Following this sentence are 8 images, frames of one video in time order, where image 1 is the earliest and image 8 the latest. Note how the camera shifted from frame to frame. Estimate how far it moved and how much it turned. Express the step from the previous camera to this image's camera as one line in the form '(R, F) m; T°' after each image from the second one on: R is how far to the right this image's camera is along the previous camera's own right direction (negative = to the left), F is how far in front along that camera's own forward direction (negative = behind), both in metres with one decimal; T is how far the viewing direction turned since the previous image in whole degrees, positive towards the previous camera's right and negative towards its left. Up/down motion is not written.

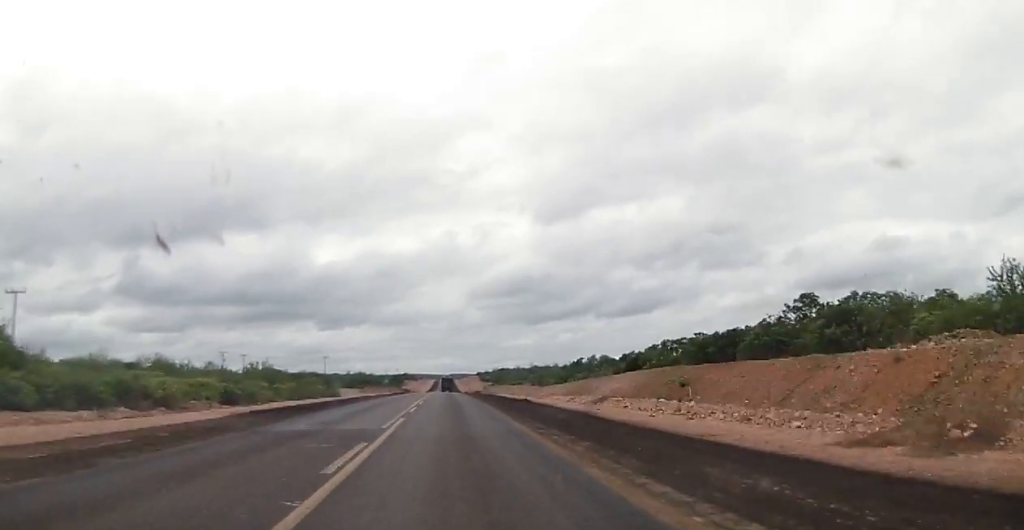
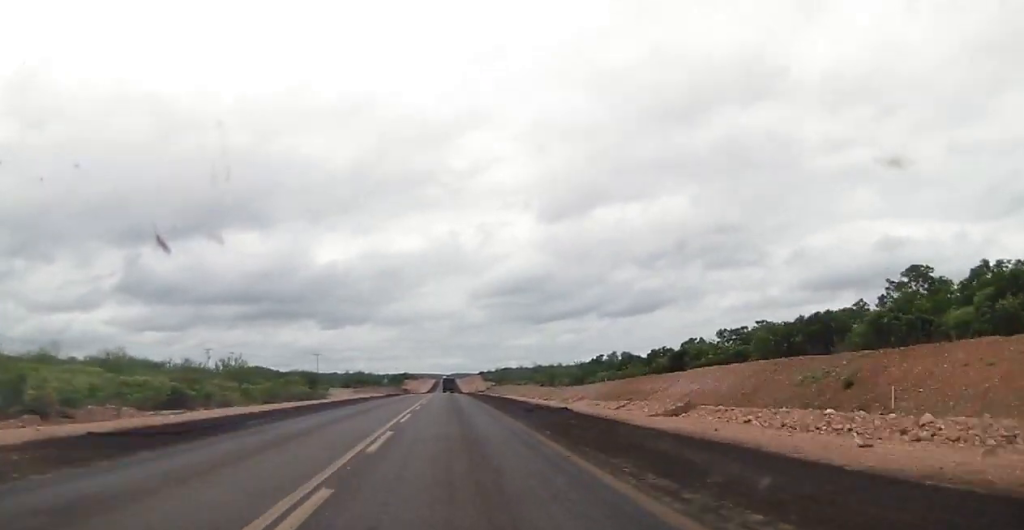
(0.0, +14.1) m; 0°
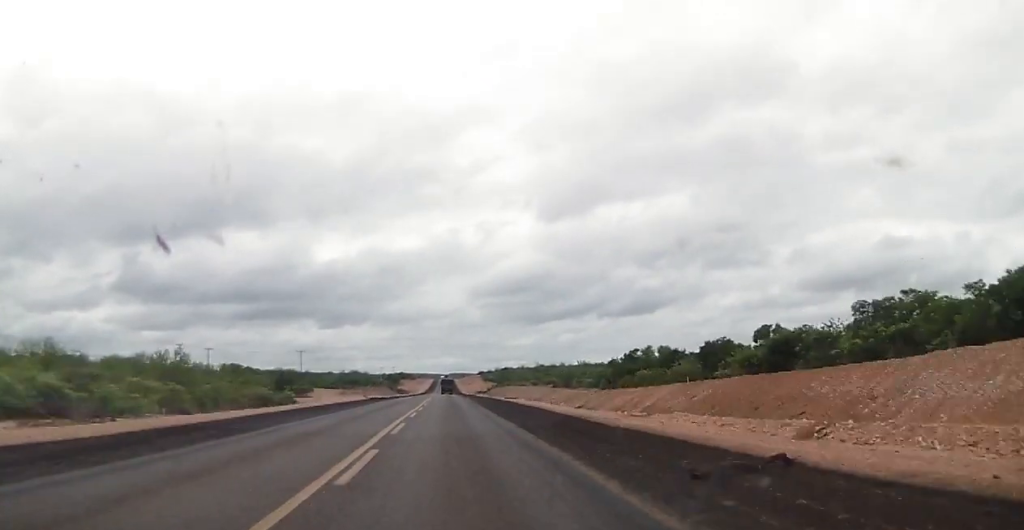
(0.0, +19.8) m; 0°
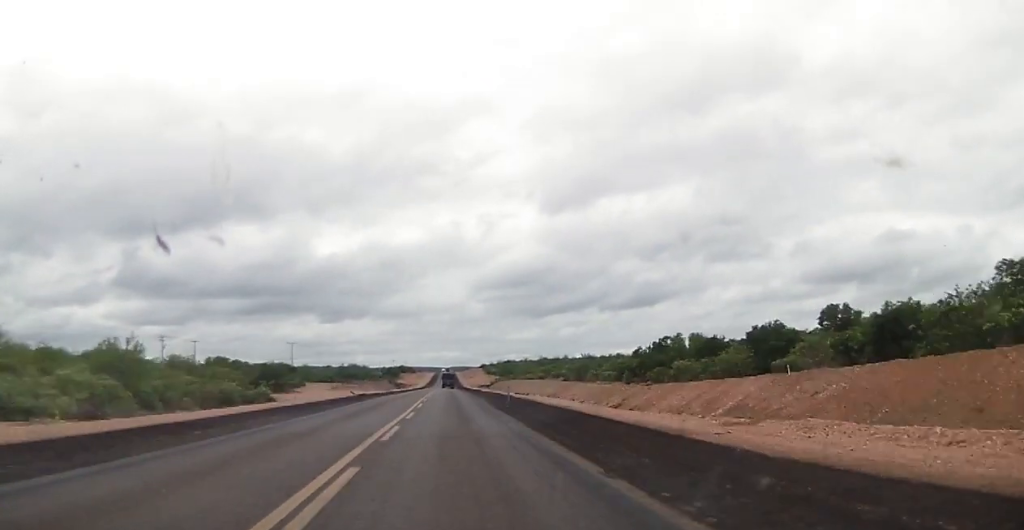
(0.0, +11.4) m; 0°
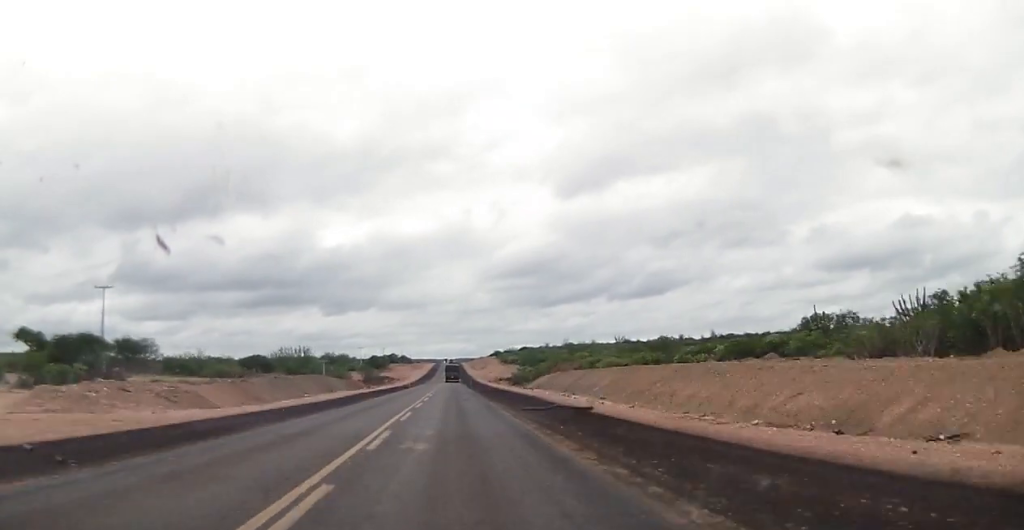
(-0.1, +92.2) m; 0°
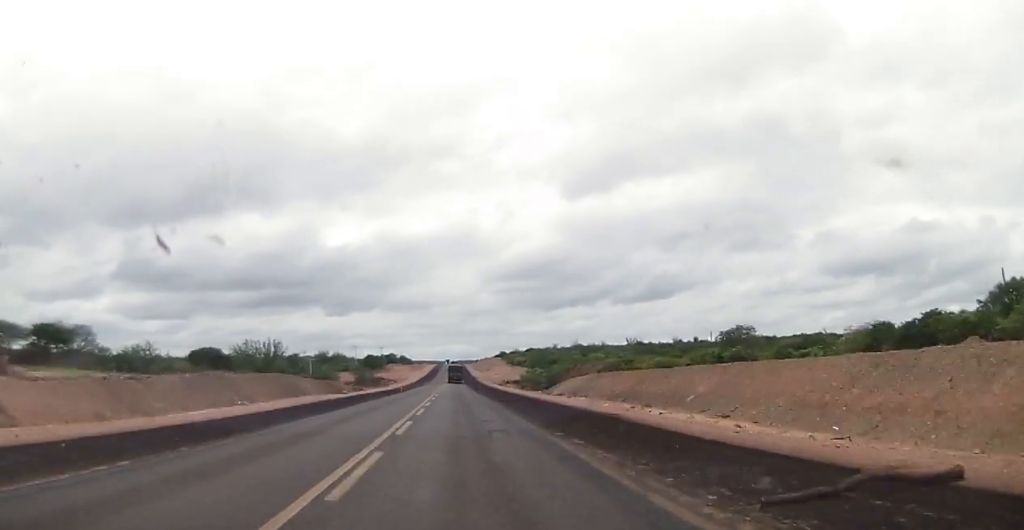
(-0.1, +21.4) m; 0°
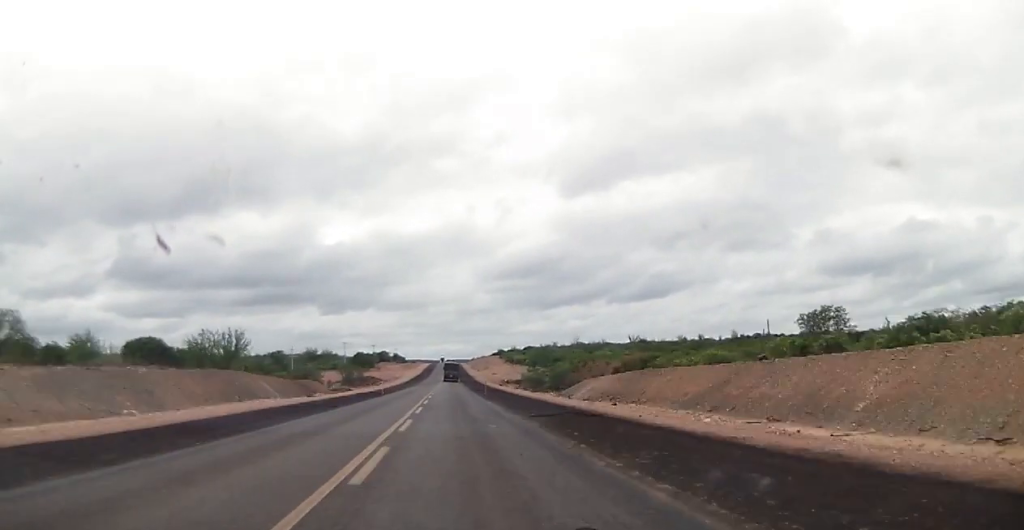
(0.0, +15.7) m; 0°
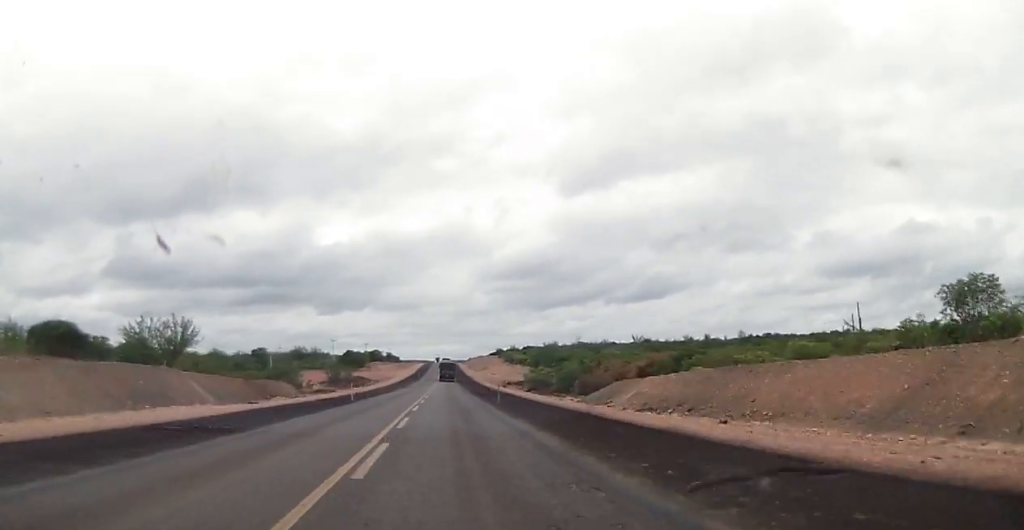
(0.0, +15.8) m; 0°
